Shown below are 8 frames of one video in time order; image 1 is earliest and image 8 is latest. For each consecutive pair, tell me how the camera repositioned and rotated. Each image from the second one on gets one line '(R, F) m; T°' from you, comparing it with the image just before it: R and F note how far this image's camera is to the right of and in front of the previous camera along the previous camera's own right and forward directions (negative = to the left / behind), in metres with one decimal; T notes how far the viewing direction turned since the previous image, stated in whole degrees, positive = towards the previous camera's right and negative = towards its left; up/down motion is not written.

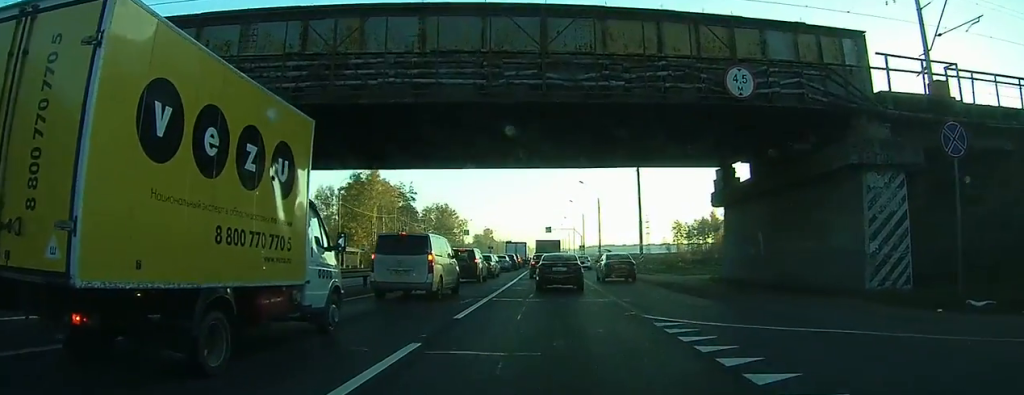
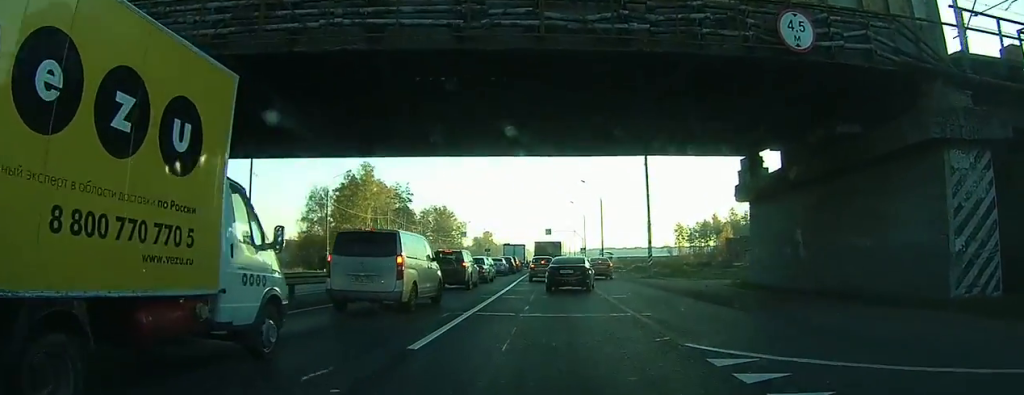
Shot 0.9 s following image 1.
(0.0, +2.9) m; 0°
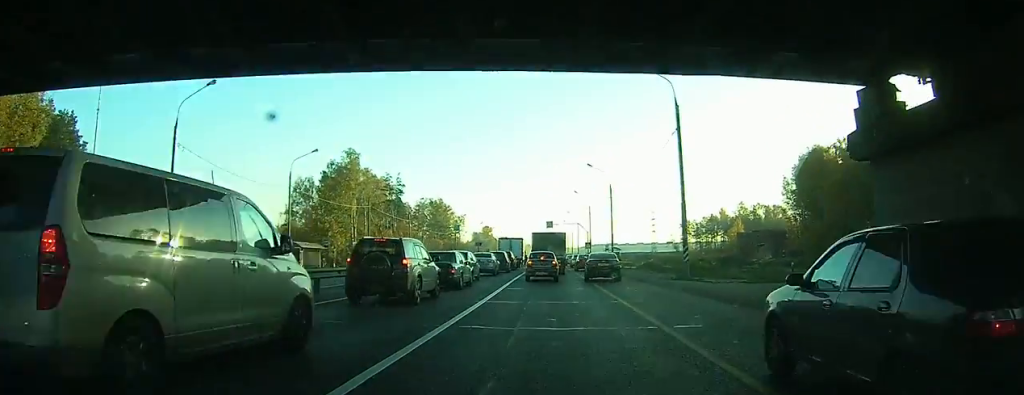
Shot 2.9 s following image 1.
(-0.2, +7.4) m; -2°
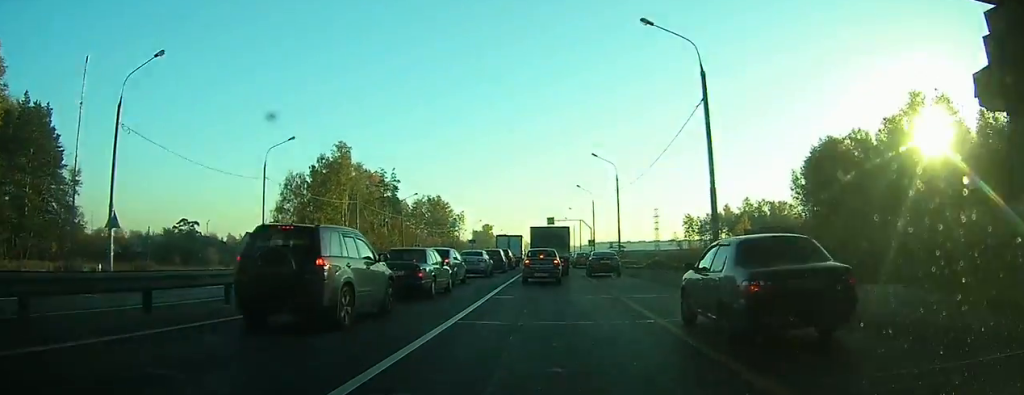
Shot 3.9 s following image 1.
(-0.1, +4.5) m; 0°
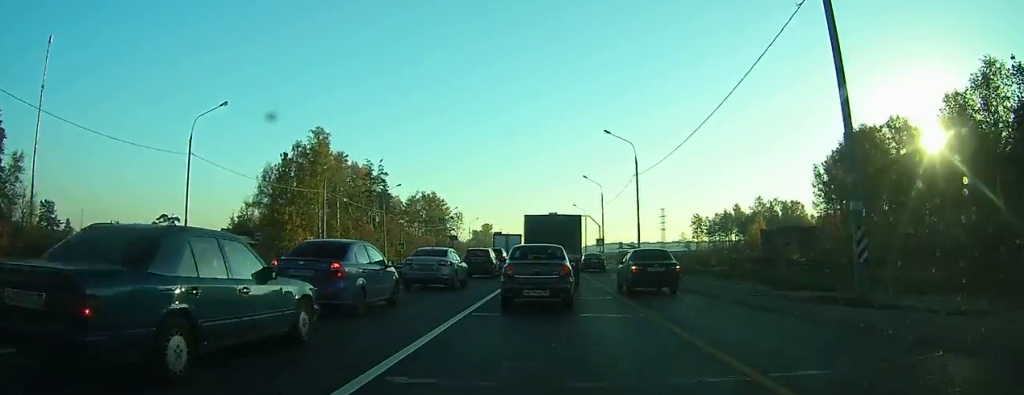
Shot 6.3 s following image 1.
(+0.1, +9.9) m; +2°
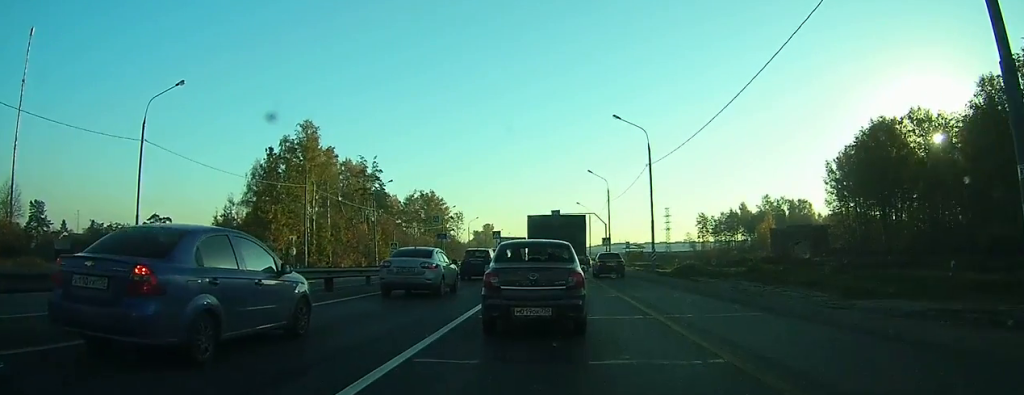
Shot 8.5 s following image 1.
(+0.2, +7.1) m; +3°
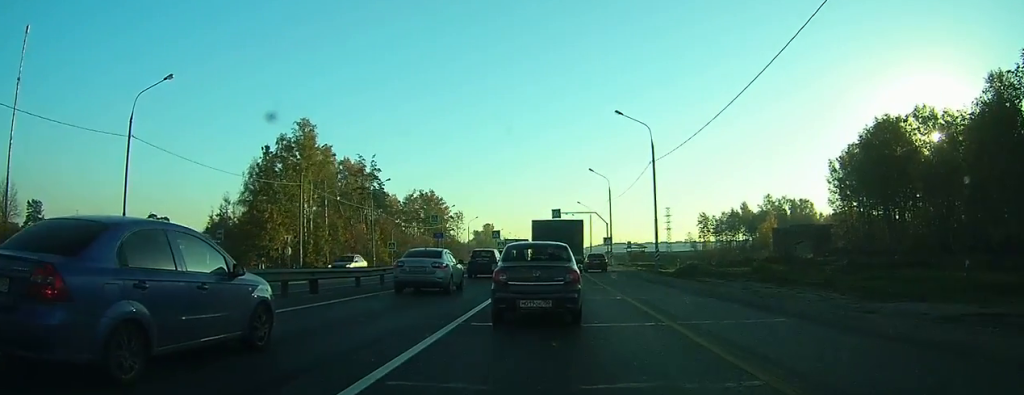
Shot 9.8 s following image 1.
(+0.1, +3.1) m; 0°
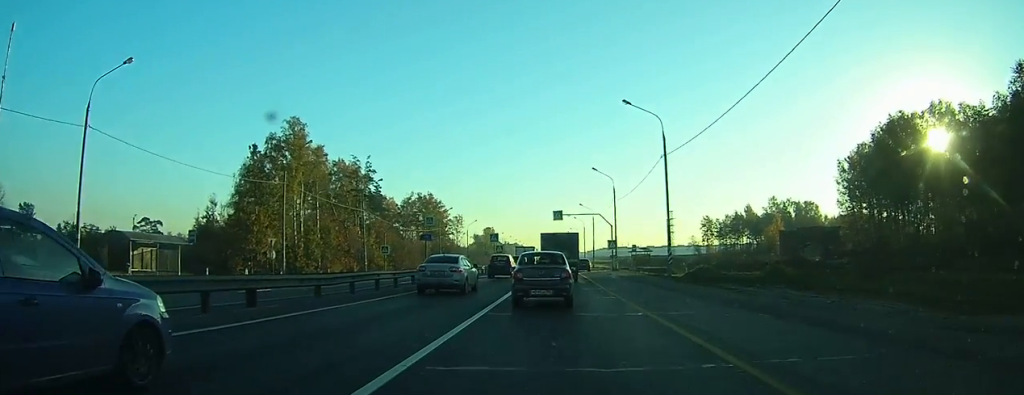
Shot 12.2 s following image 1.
(0.0, +6.3) m; -2°
